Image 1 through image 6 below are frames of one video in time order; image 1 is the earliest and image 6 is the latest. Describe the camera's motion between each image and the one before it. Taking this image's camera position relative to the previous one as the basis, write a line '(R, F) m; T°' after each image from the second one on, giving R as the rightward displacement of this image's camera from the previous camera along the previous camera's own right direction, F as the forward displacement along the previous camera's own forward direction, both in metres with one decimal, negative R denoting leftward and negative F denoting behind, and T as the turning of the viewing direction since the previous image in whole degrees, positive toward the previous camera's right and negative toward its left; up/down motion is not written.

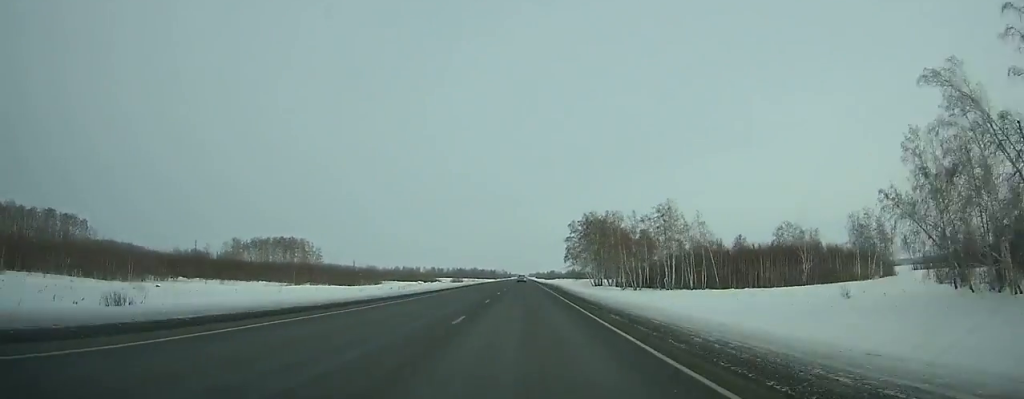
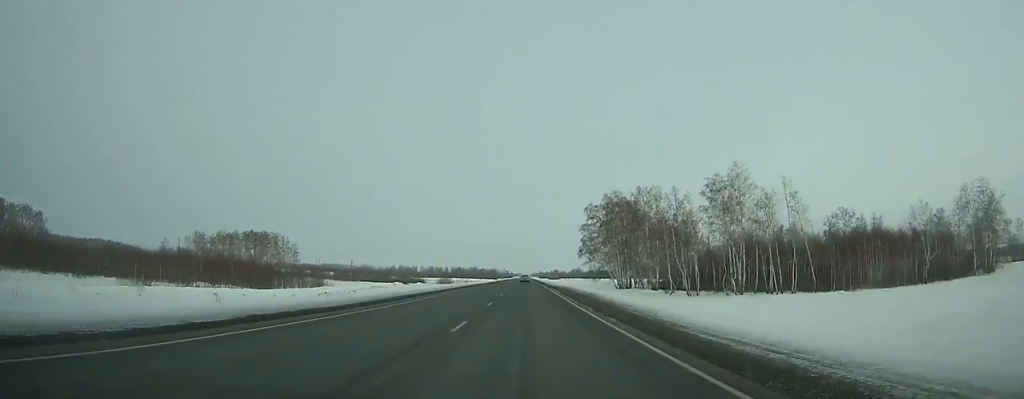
(+0.1, +38.6) m; 0°
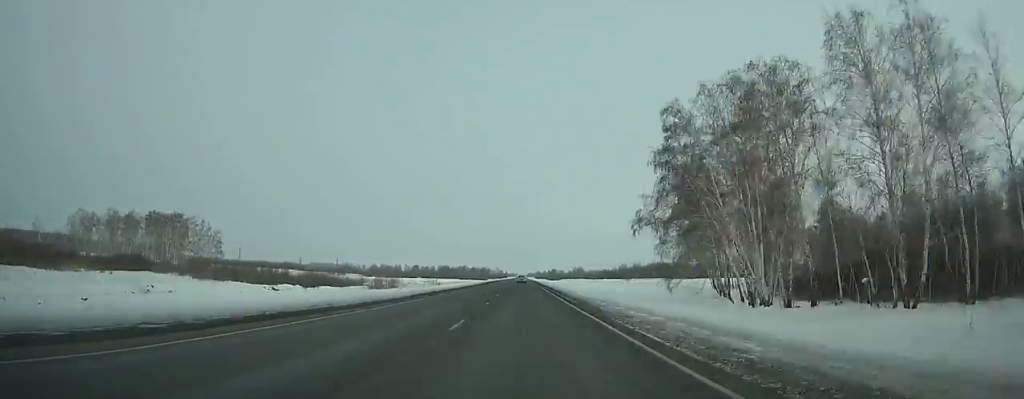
(+0.1, +72.2) m; 0°
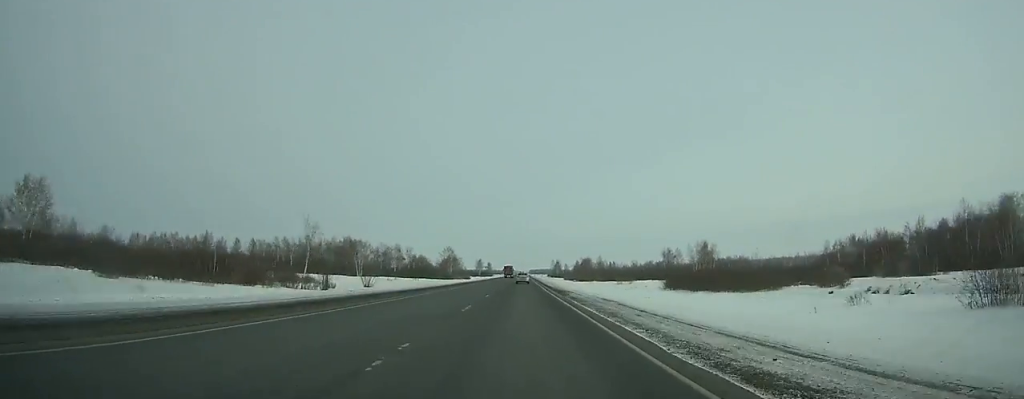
(-2.2, +402.6) m; 0°
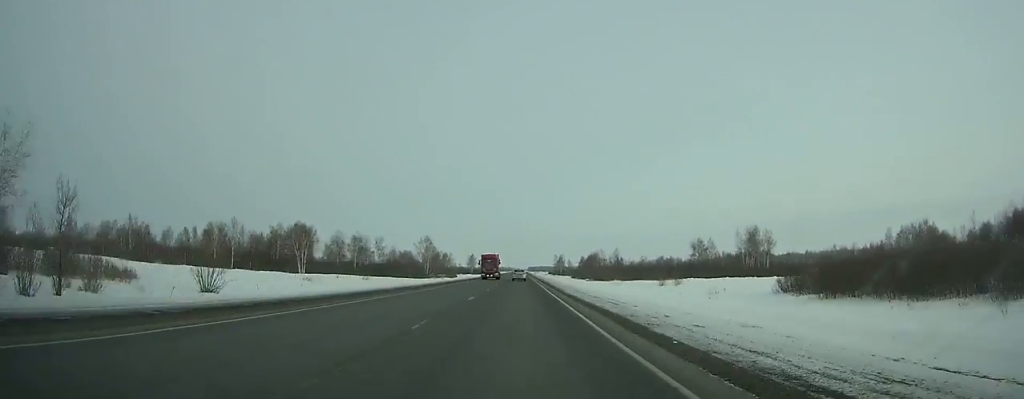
(+0.1, +41.7) m; 0°
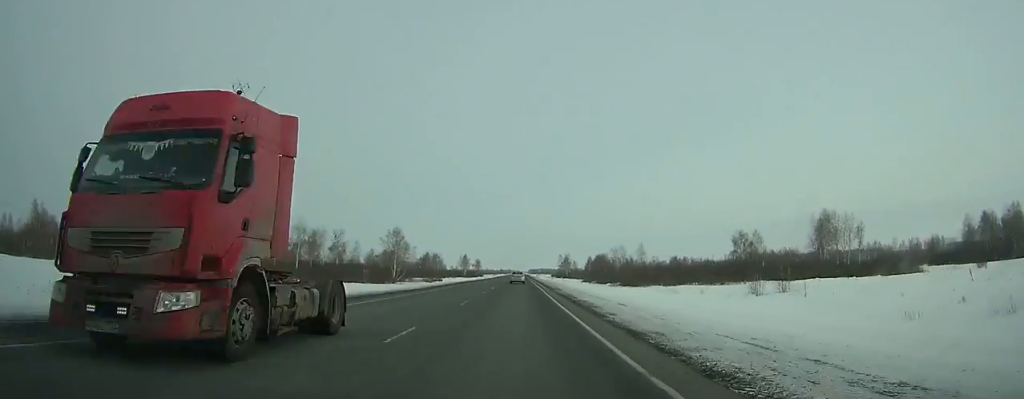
(+0.1, +38.7) m; 0°
